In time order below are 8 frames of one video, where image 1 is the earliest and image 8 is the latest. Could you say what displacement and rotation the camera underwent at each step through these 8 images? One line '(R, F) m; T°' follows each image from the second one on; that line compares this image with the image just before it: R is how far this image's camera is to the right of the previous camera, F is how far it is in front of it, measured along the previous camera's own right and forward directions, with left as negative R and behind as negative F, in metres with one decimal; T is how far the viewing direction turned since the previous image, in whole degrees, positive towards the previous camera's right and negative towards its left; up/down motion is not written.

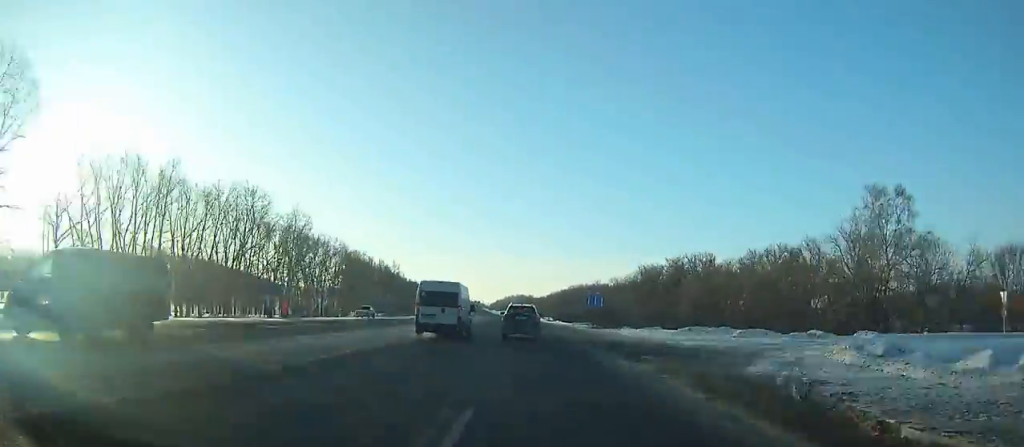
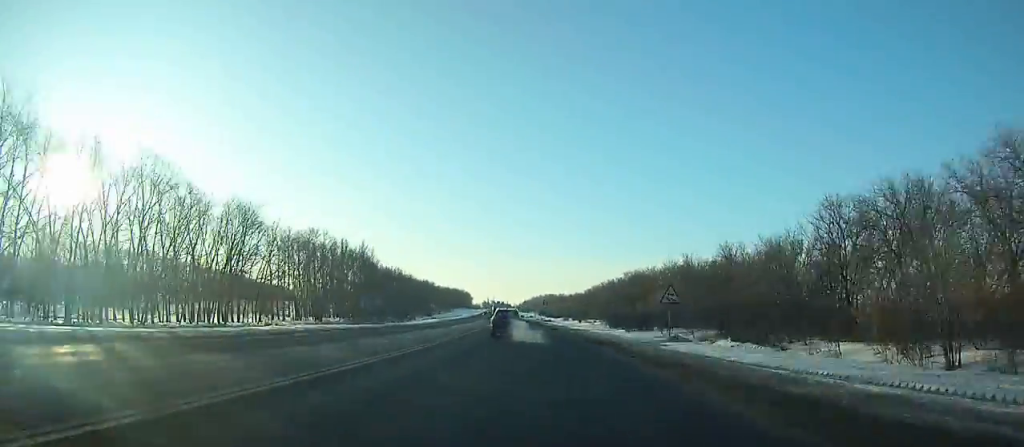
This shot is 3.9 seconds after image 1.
(-2.0, +80.7) m; -3°
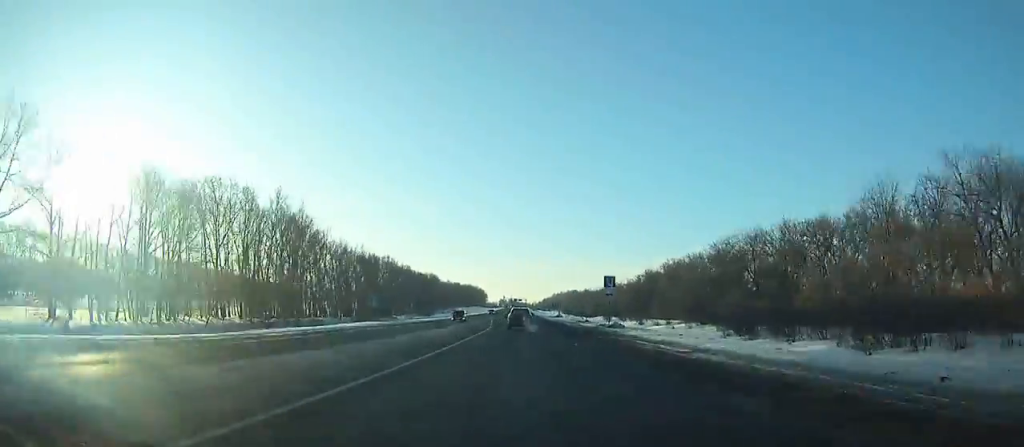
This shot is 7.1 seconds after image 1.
(-1.2, +67.1) m; -1°
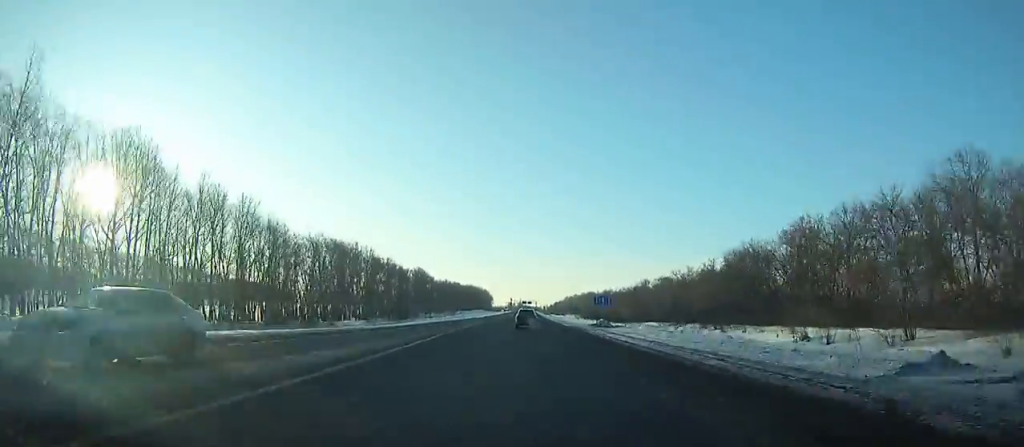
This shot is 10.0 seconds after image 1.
(-0.4, +63.2) m; 0°
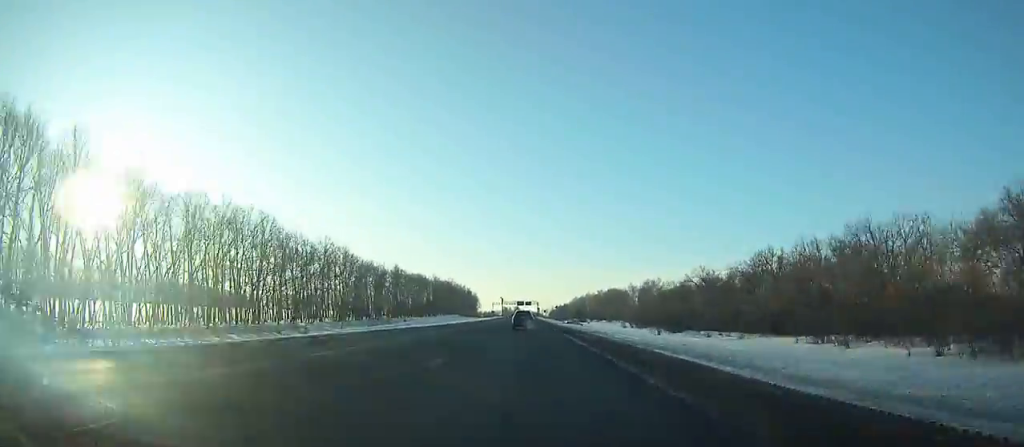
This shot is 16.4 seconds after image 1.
(-0.5, +146.6) m; 0°
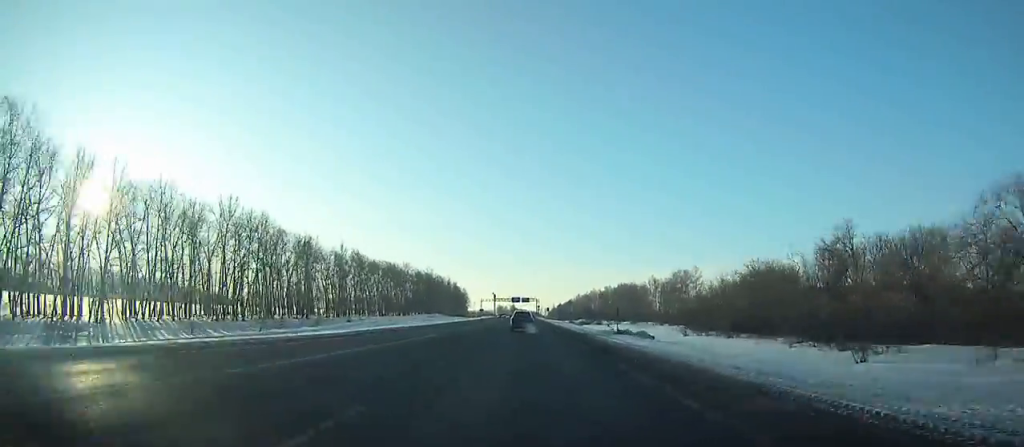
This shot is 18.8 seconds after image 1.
(0.0, +56.1) m; 0°
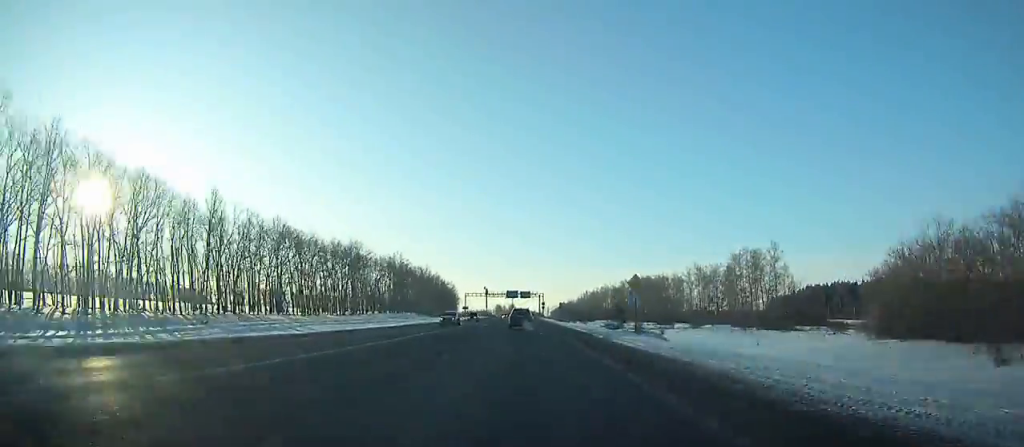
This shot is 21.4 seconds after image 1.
(+0.1, +60.6) m; 0°
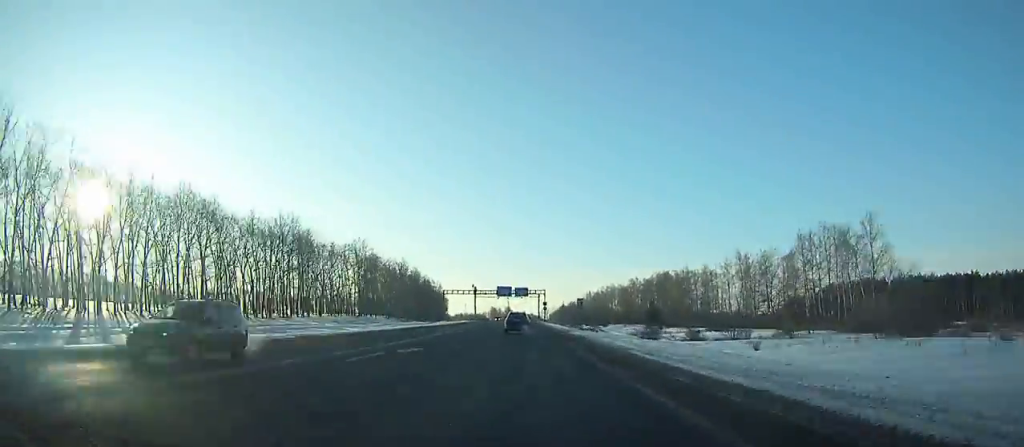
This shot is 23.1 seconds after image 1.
(0.0, +39.2) m; 0°
